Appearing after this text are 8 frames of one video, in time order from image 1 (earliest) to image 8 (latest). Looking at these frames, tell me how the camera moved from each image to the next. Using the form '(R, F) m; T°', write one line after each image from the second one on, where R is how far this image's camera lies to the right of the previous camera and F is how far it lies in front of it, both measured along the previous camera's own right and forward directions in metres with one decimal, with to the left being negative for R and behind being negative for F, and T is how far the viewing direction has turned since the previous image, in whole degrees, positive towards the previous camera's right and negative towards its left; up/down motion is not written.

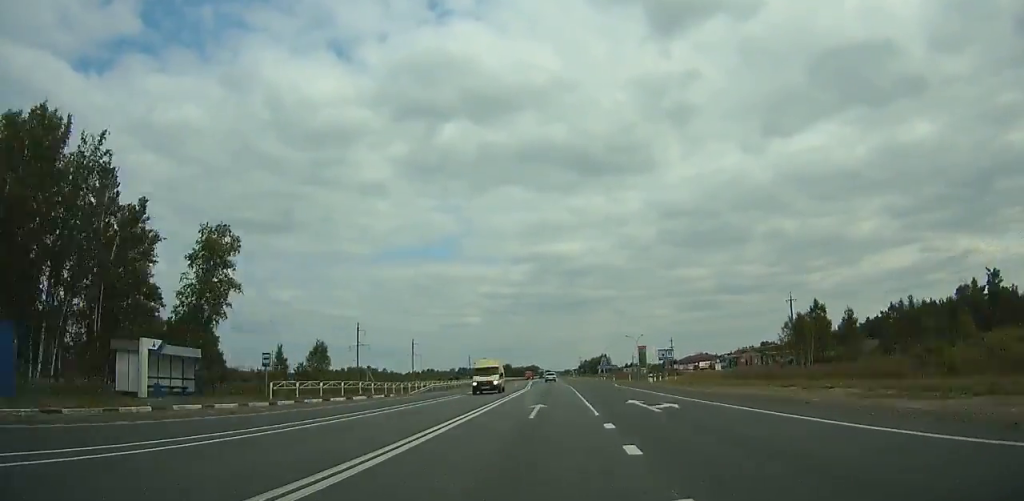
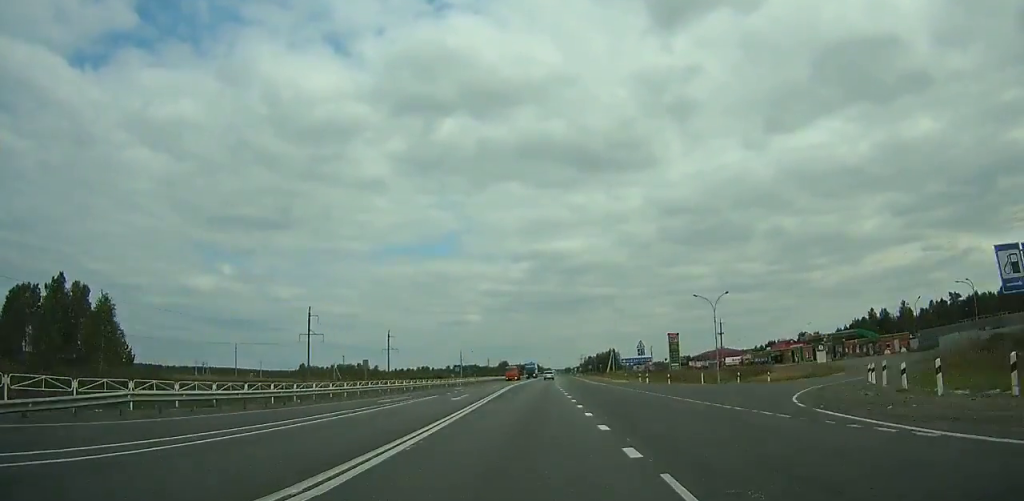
(-0.2, +44.8) m; 0°
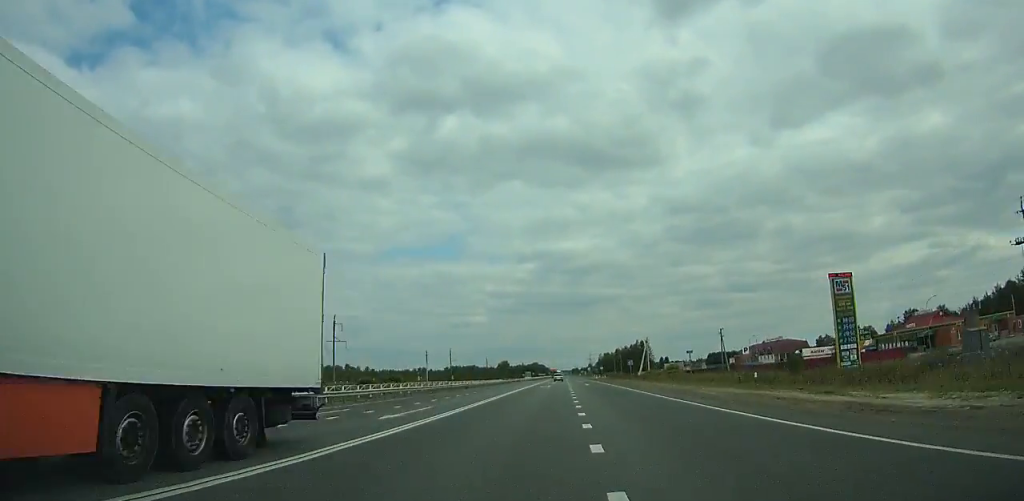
(-0.4, +73.3) m; 0°
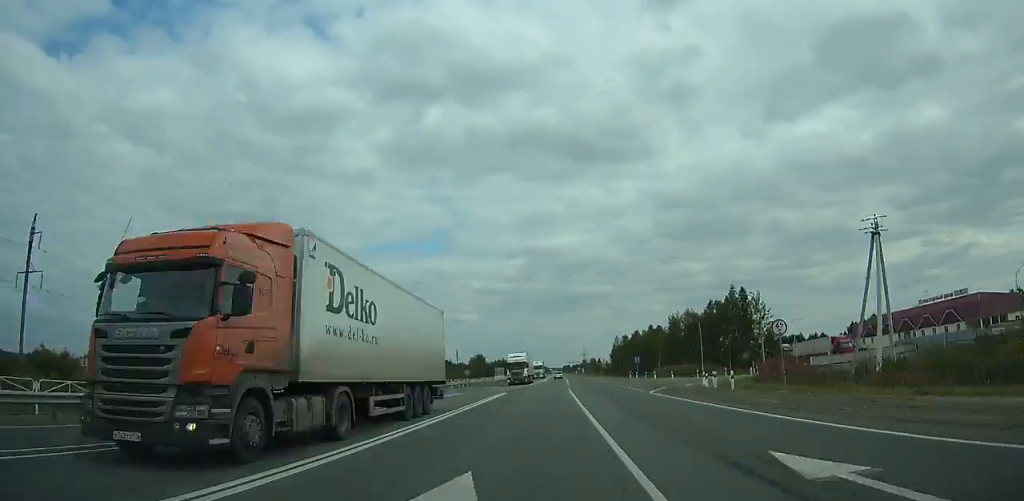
(+0.9, +115.8) m; +1°
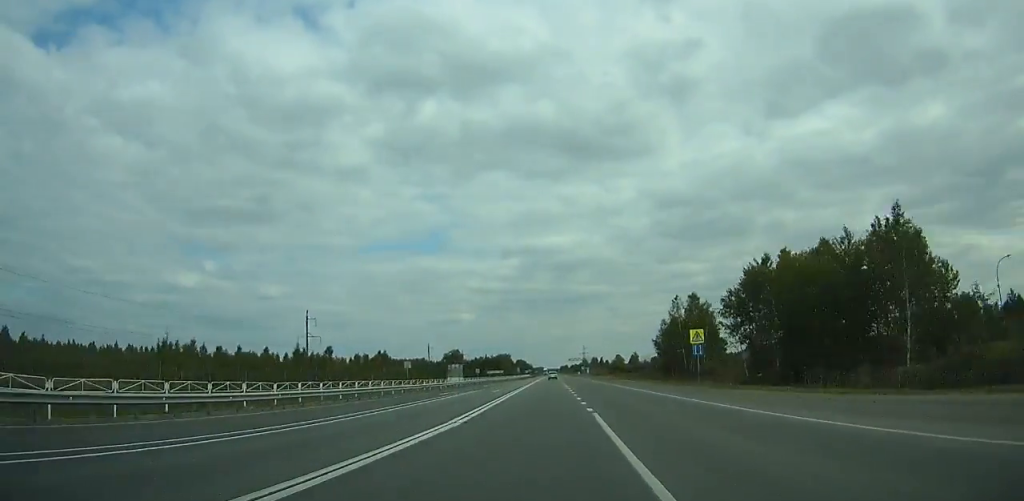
(+0.1, +88.3) m; 0°
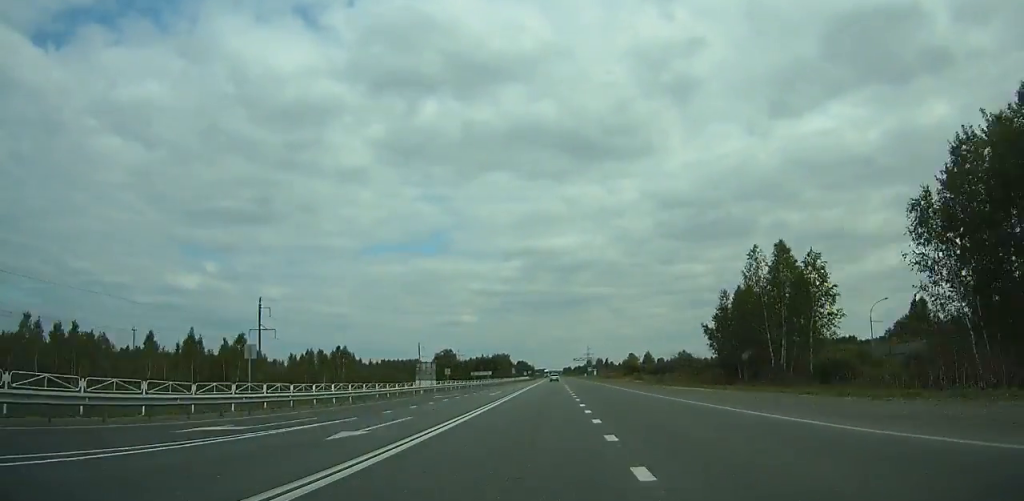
(+0.1, +31.9) m; 0°
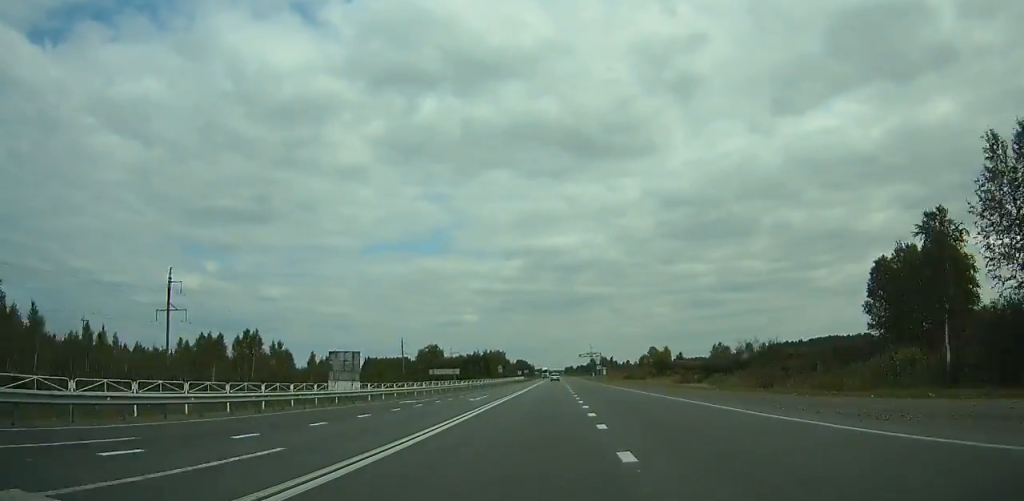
(+0.1, +38.9) m; 0°
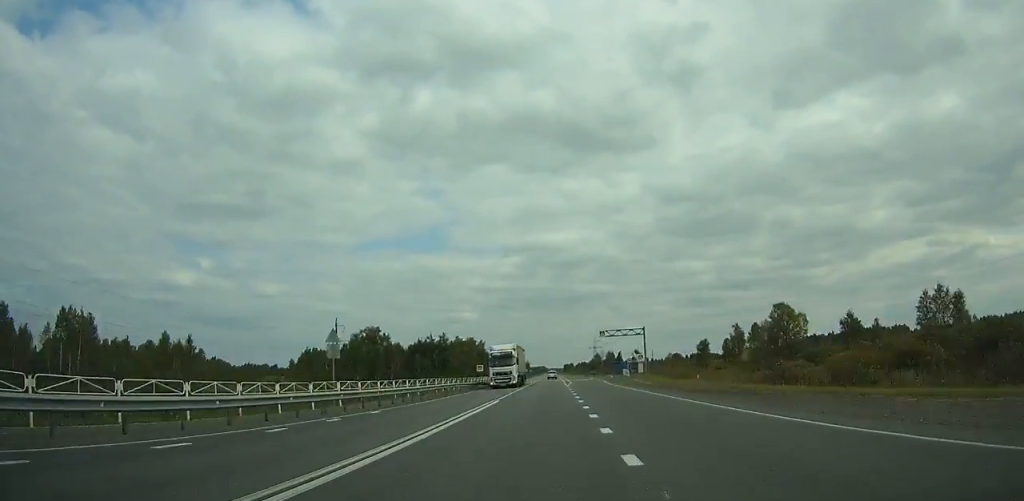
(-0.3, +86.5) m; 0°
